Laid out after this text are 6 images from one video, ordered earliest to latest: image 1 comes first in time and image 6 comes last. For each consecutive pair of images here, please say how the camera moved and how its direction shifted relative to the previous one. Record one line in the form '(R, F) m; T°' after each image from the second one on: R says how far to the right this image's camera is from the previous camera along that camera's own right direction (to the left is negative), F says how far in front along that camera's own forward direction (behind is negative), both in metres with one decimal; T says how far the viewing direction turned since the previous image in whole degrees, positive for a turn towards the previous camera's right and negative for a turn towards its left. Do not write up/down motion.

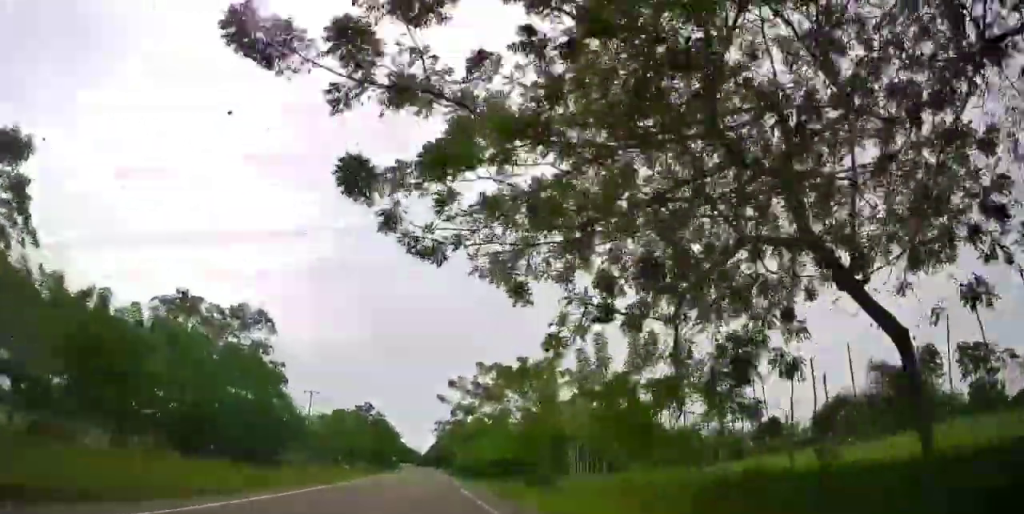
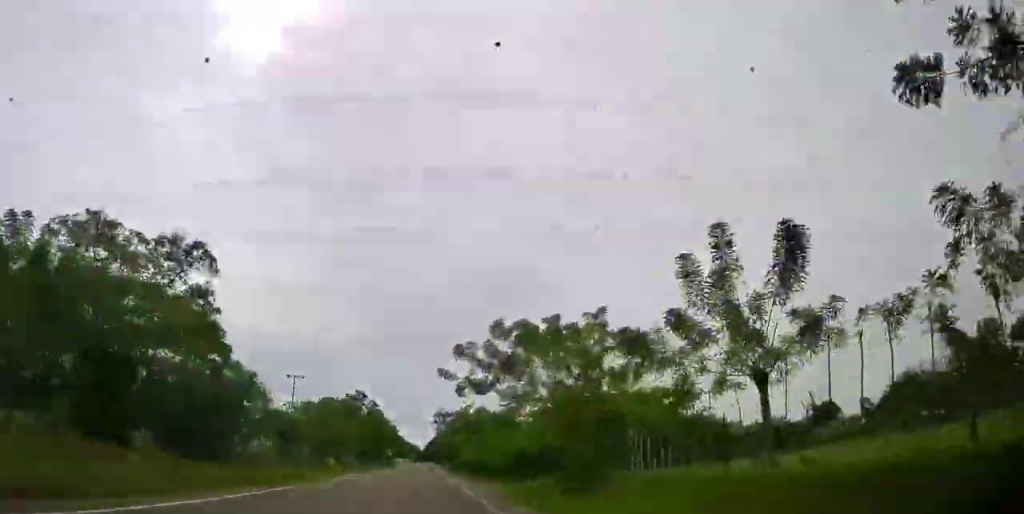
(-0.1, +12.6) m; -1°
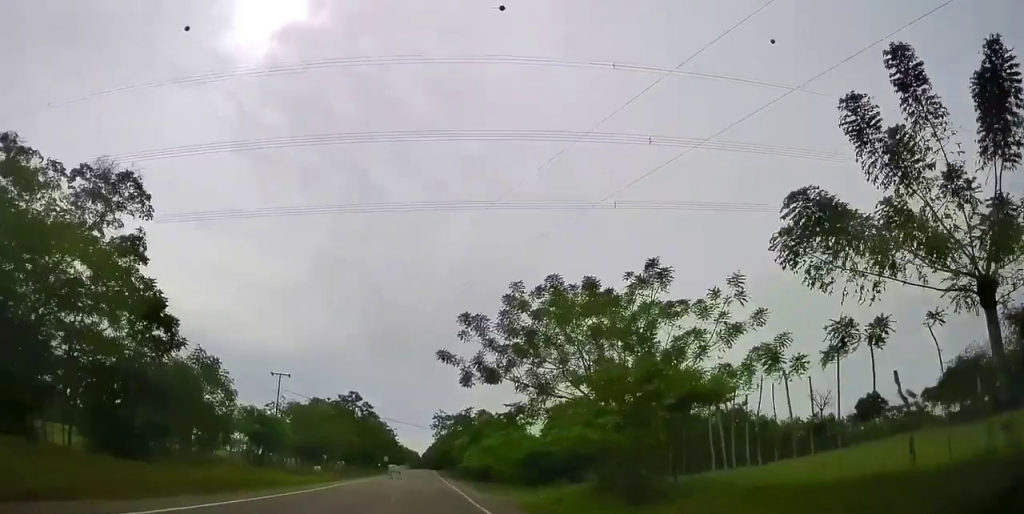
(0.0, +9.1) m; -1°
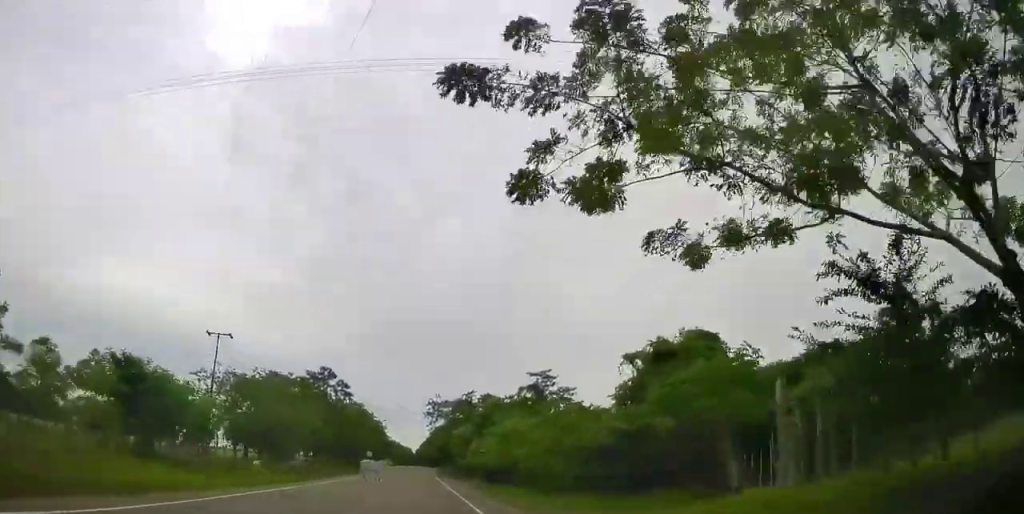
(-0.5, +21.6) m; -1°
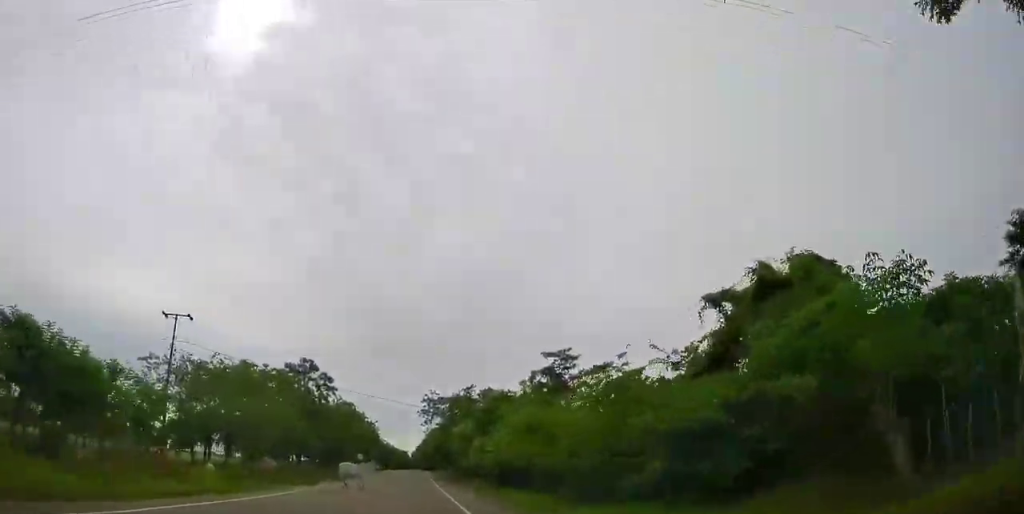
(+0.1, +8.6) m; +1°
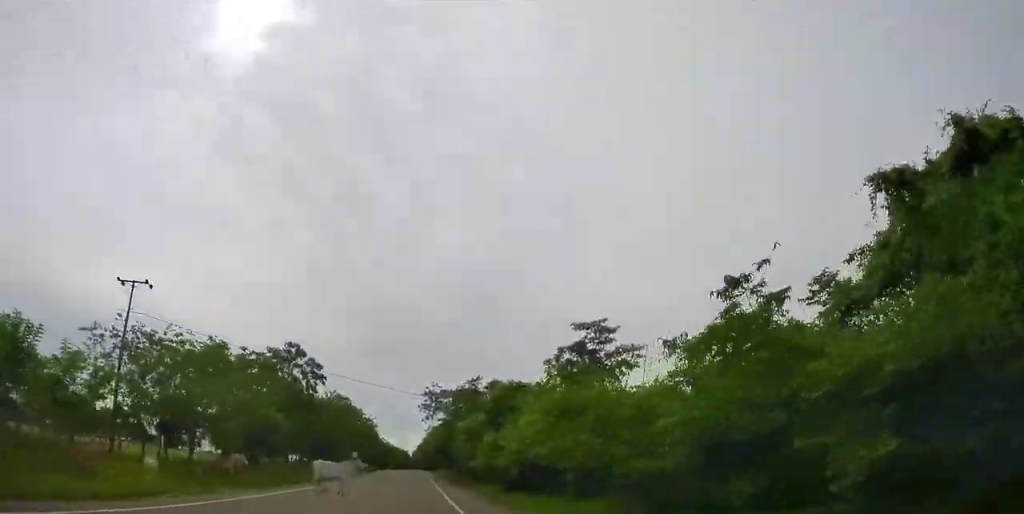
(0.0, +7.7) m; 0°
